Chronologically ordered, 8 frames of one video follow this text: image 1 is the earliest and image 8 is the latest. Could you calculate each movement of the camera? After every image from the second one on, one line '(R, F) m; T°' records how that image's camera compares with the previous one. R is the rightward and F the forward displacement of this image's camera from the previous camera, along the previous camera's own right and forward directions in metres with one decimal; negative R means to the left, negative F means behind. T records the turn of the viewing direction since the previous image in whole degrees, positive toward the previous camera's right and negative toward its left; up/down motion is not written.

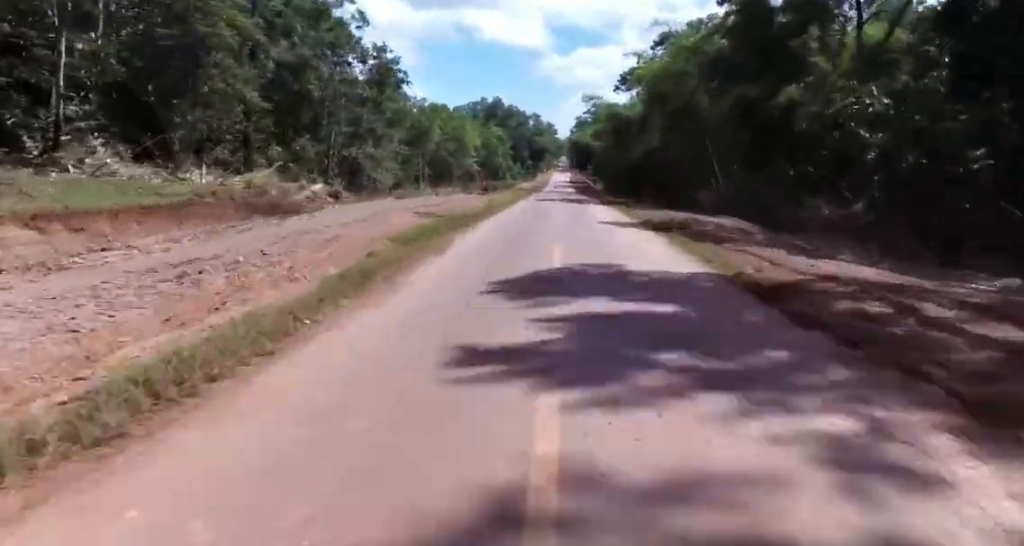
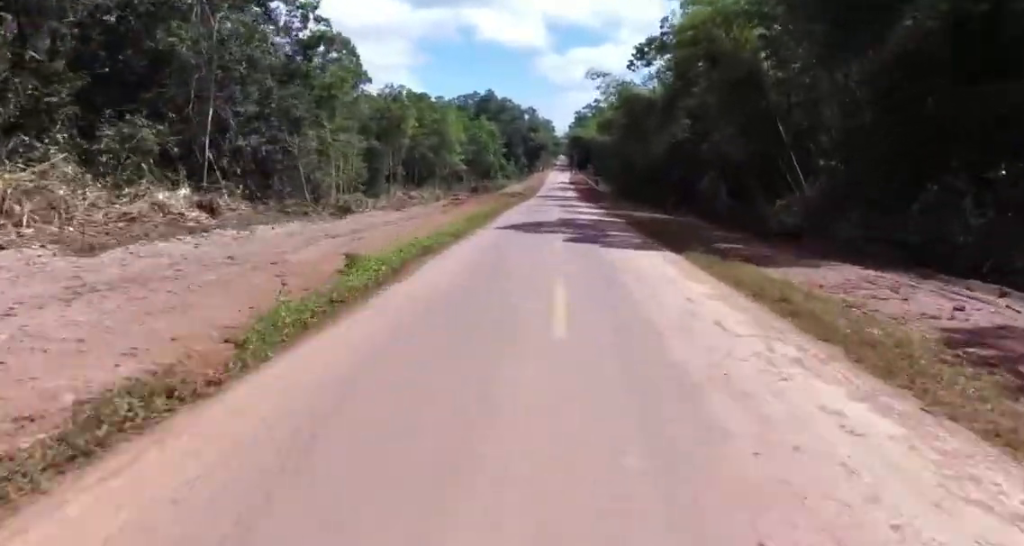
(-1.7, +20.2) m; 0°
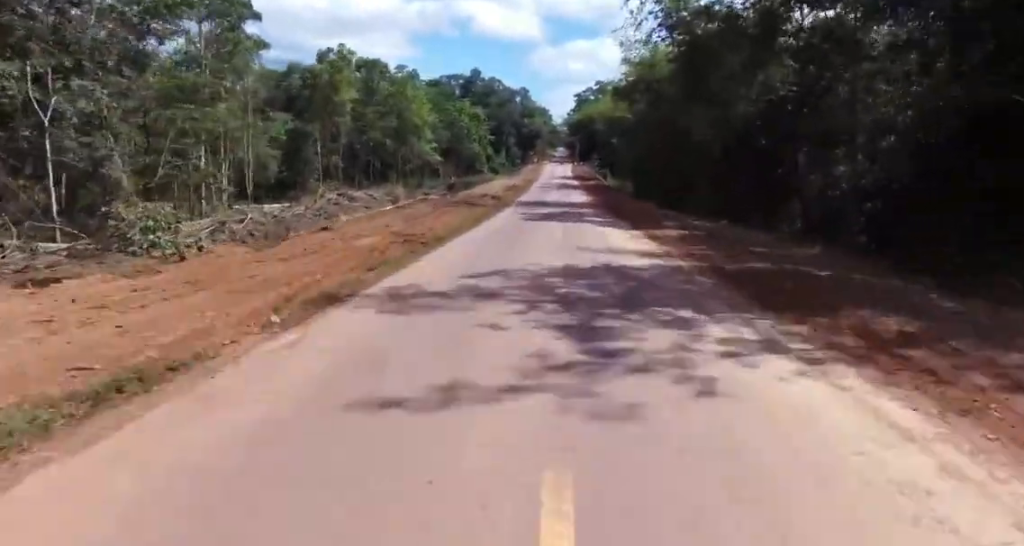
(+1.7, +30.1) m; +1°
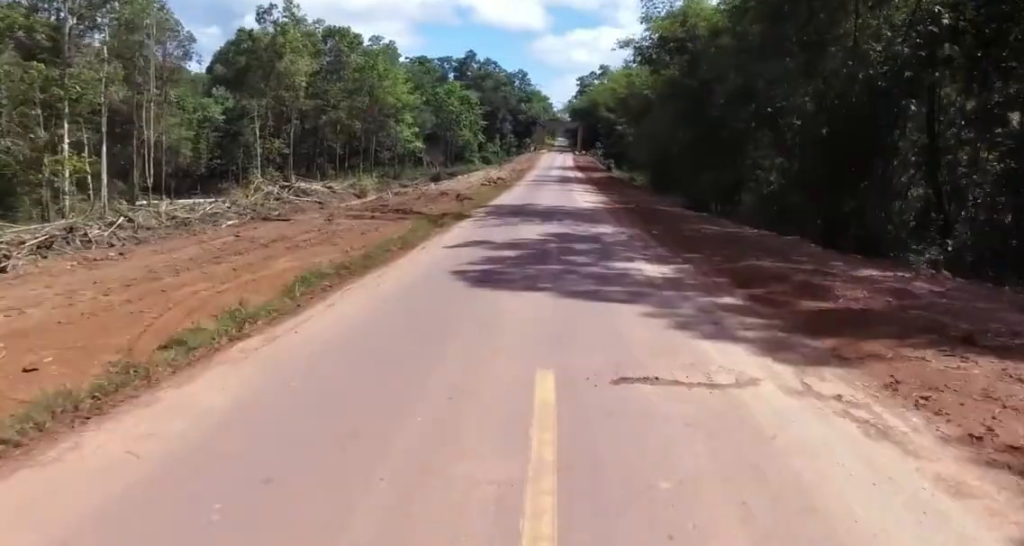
(-0.4, +14.1) m; -1°
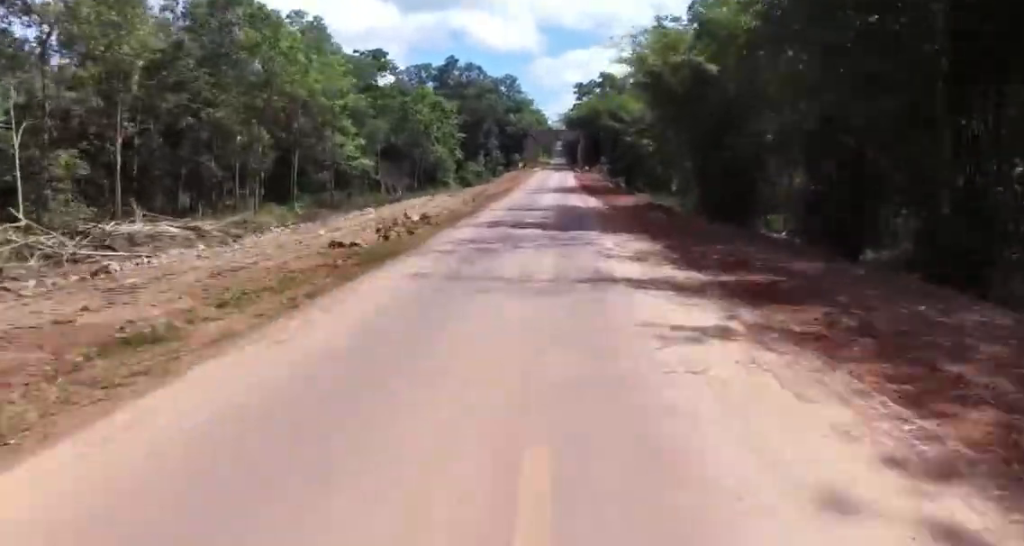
(+0.1, +26.3) m; 0°
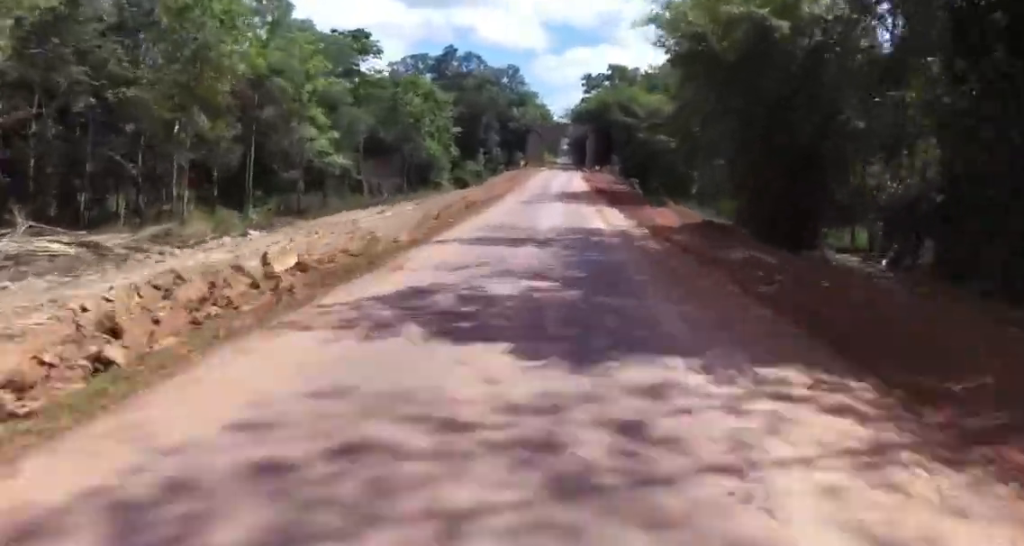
(+0.1, +9.6) m; 0°
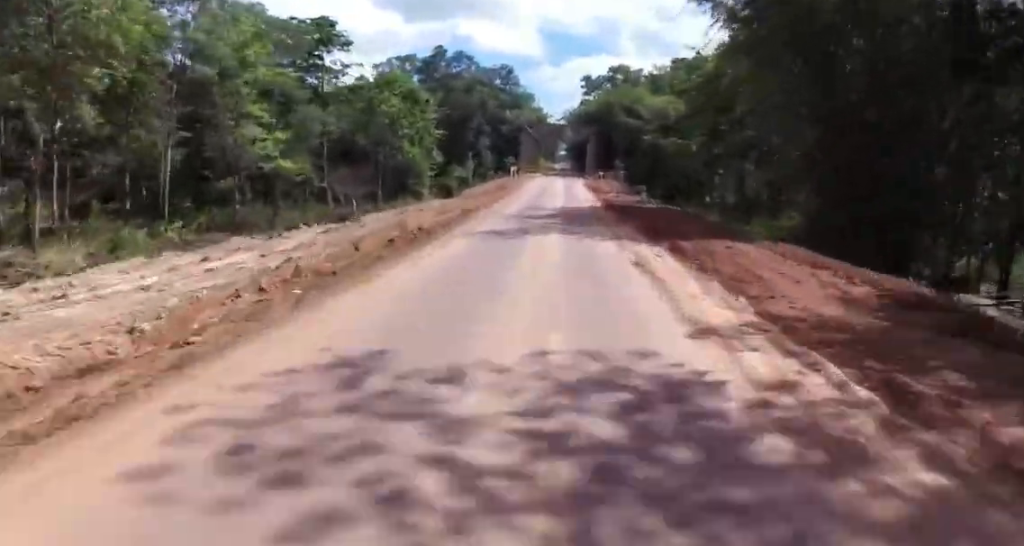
(-0.1, +11.2) m; -1°
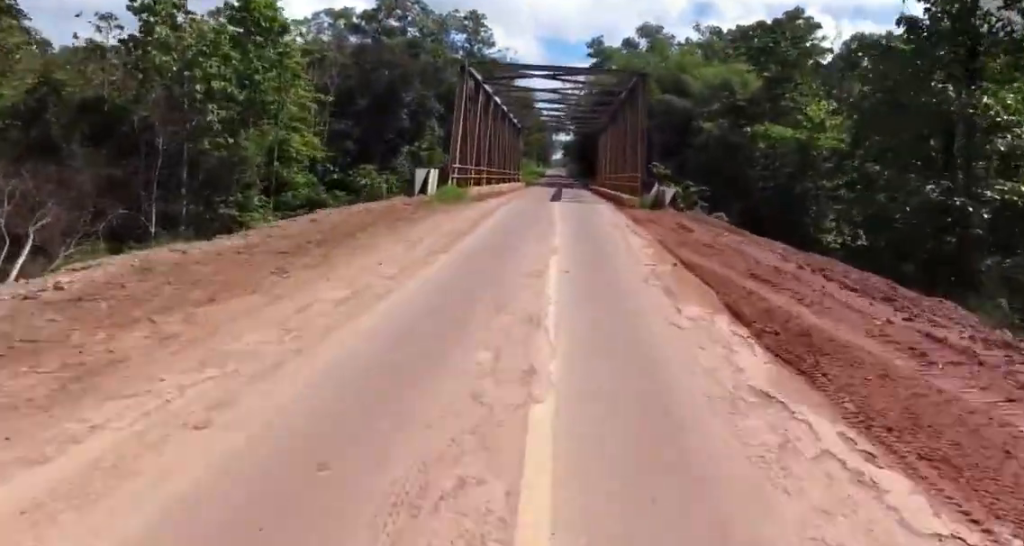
(+0.9, +40.2) m; +4°
